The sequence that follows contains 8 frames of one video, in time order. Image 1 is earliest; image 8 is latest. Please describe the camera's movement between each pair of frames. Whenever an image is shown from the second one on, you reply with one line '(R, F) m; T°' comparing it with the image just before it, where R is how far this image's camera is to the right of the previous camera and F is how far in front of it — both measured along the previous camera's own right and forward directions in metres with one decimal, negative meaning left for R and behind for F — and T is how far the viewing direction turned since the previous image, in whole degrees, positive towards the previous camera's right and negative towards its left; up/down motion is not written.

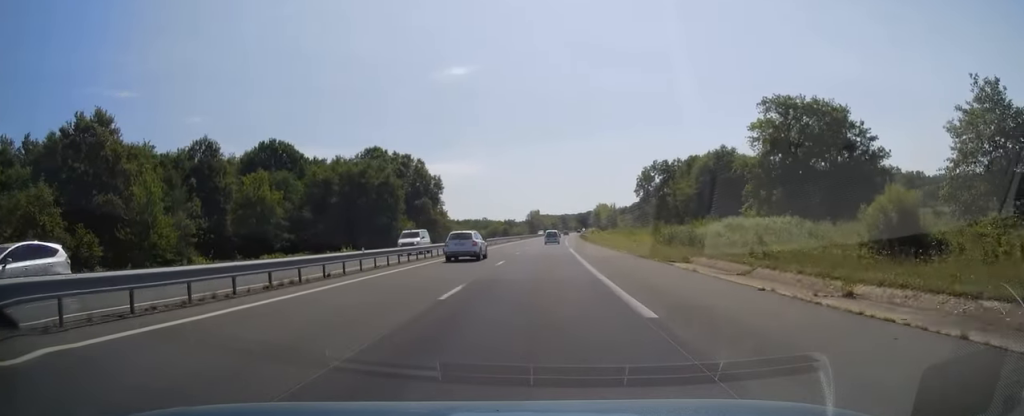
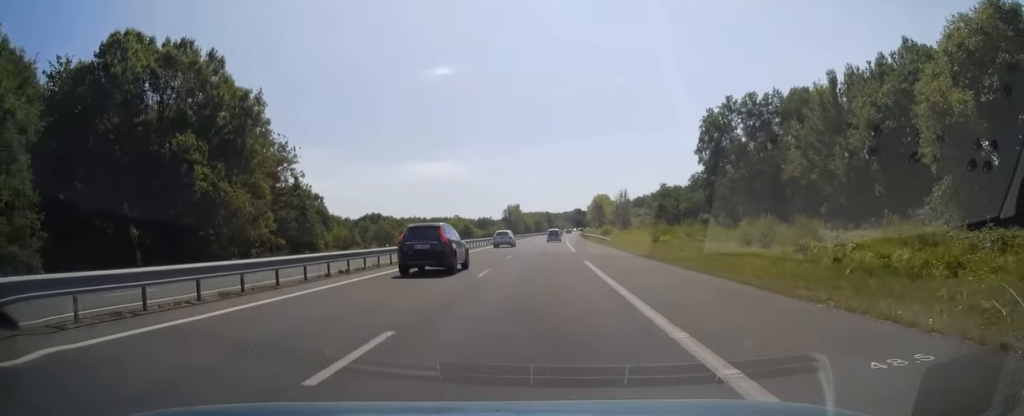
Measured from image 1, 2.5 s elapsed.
(+0.5, +73.2) m; +1°
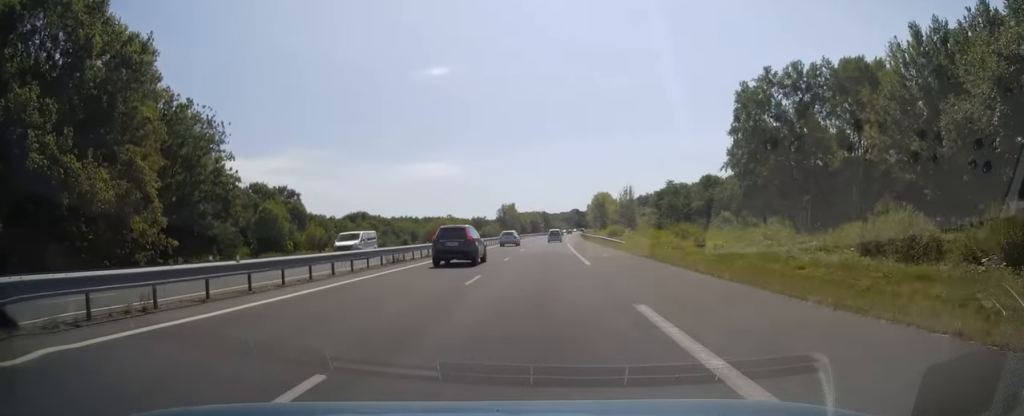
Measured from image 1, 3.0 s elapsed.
(+0.1, +15.6) m; 0°
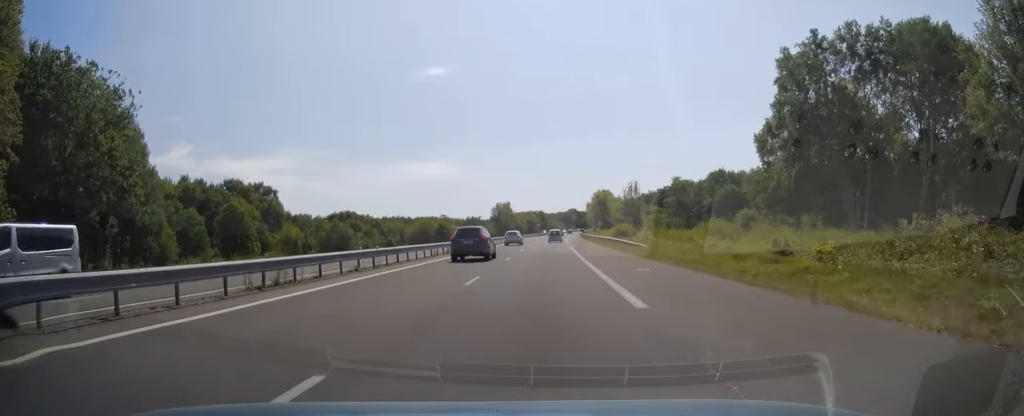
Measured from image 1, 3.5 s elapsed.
(0.0, +13.2) m; 0°
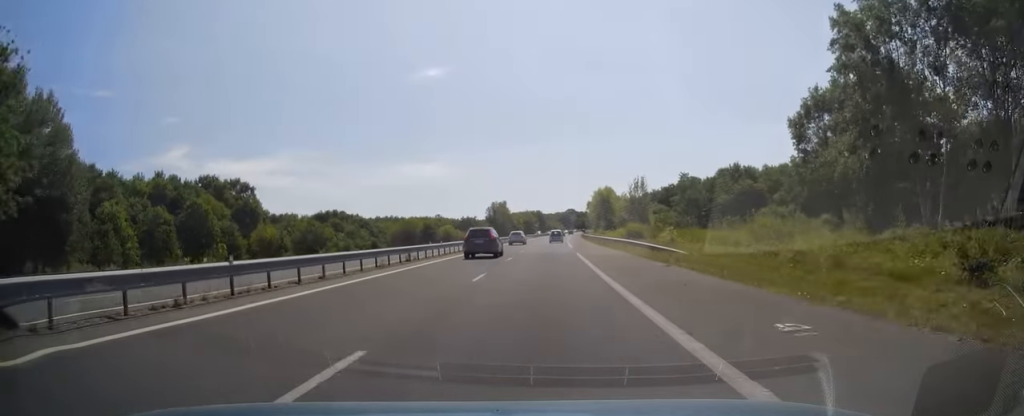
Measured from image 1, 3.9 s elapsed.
(-0.1, +11.7) m; 0°
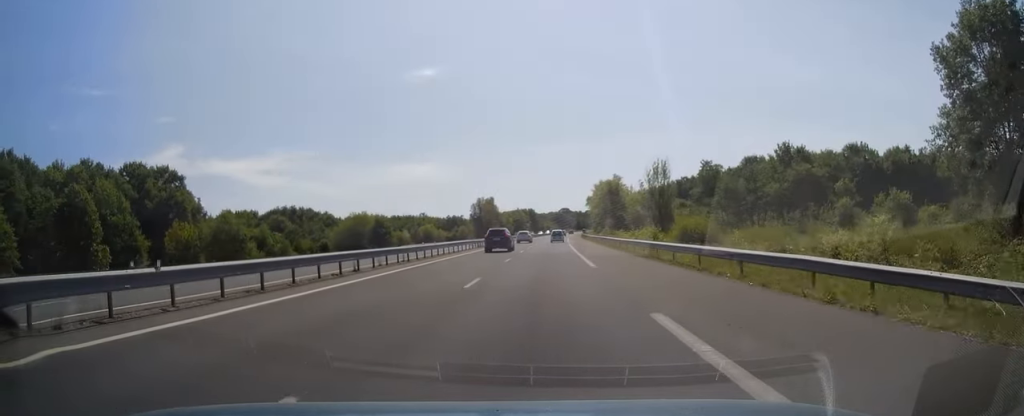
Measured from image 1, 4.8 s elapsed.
(+0.4, +28.4) m; +1°
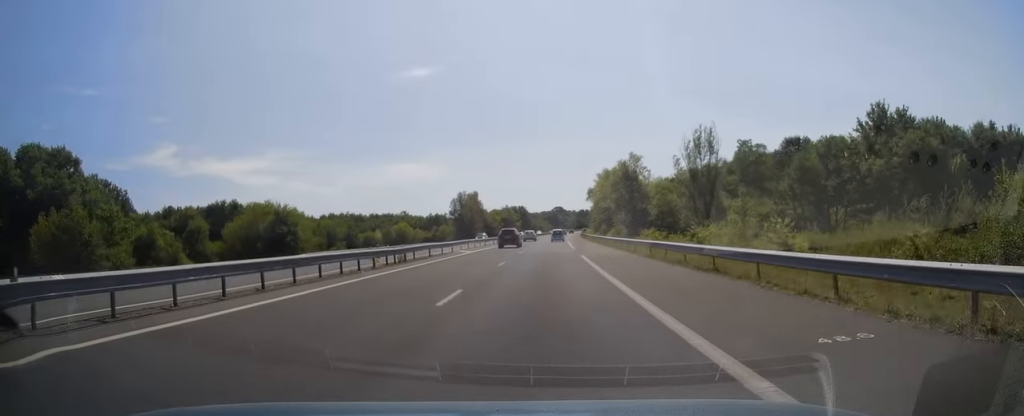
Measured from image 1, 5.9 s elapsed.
(+0.2, +29.9) m; +1°
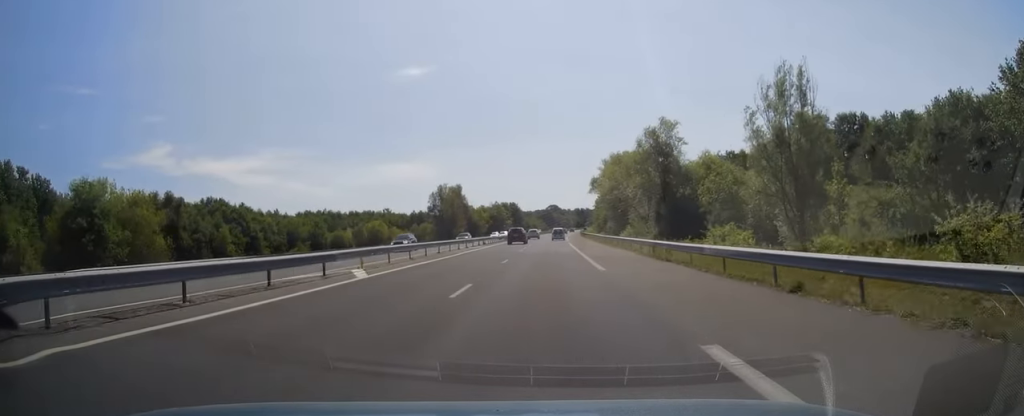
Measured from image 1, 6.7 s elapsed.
(0.0, +25.0) m; 0°
